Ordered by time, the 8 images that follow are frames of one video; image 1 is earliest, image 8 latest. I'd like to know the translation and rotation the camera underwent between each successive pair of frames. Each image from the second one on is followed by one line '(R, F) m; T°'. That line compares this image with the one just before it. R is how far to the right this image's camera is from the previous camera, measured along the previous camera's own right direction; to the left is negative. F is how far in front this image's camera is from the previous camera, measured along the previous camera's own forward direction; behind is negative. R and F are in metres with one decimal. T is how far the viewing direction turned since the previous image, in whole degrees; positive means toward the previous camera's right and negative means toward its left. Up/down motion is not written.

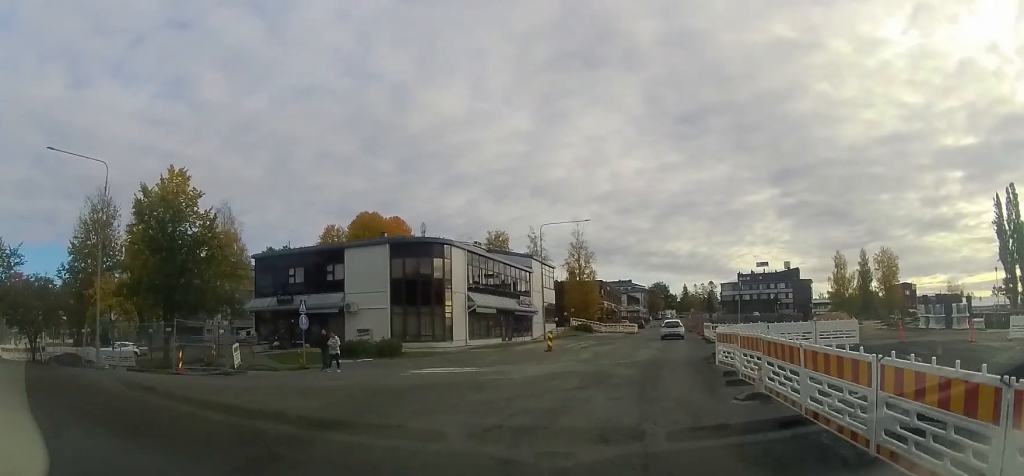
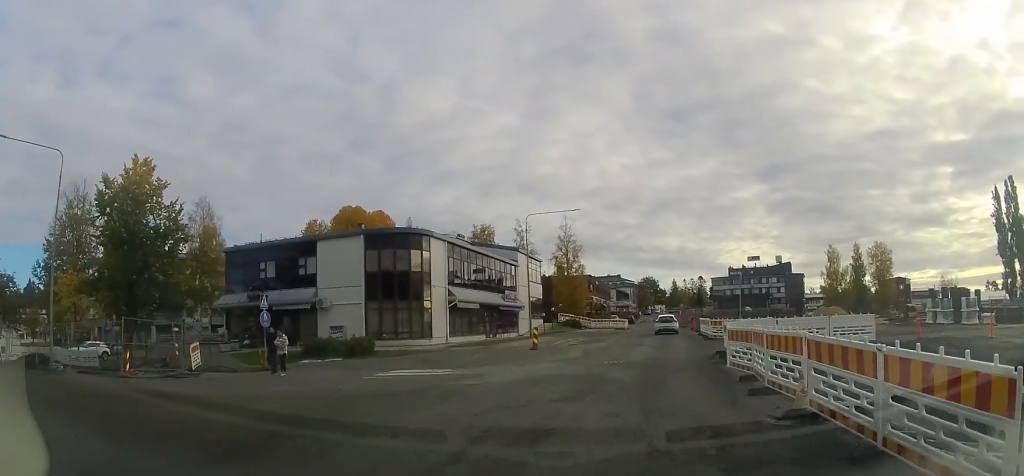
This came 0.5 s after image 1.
(0.0, +2.4) m; +2°
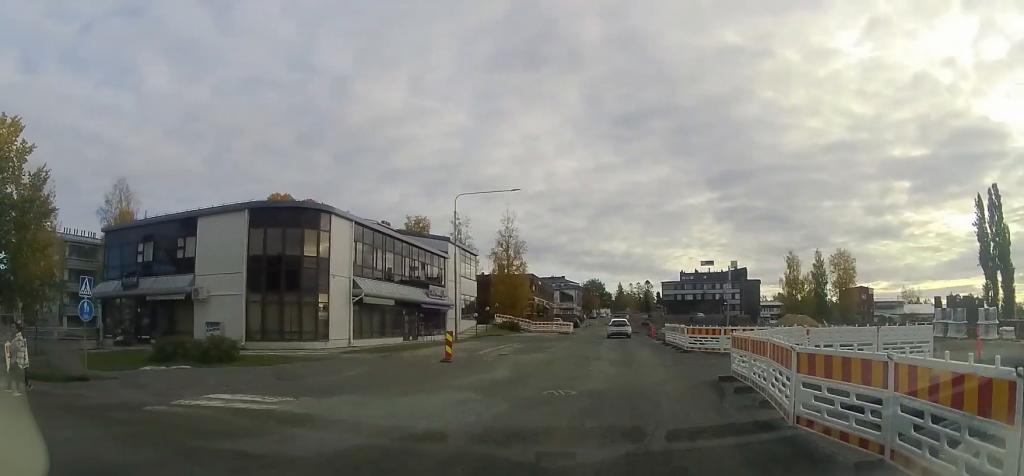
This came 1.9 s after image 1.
(+0.6, +7.0) m; +5°
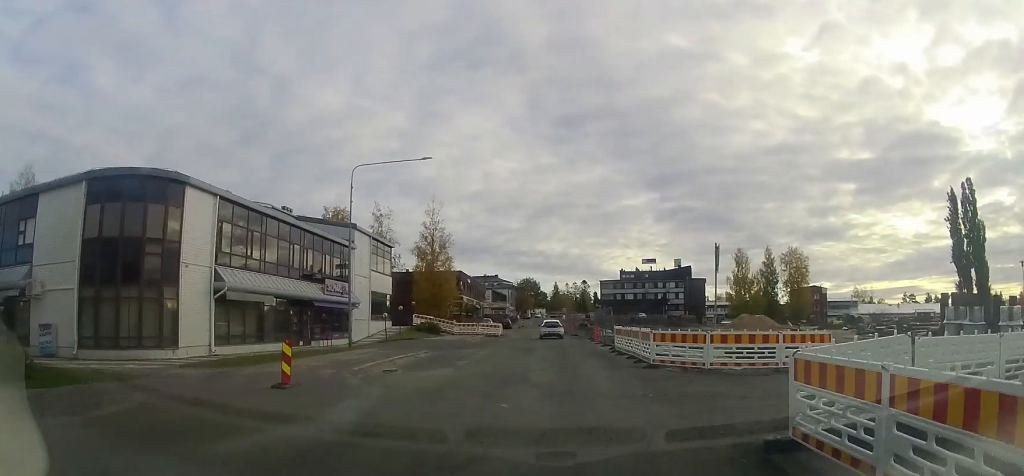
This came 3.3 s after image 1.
(0.0, +6.7) m; +6°
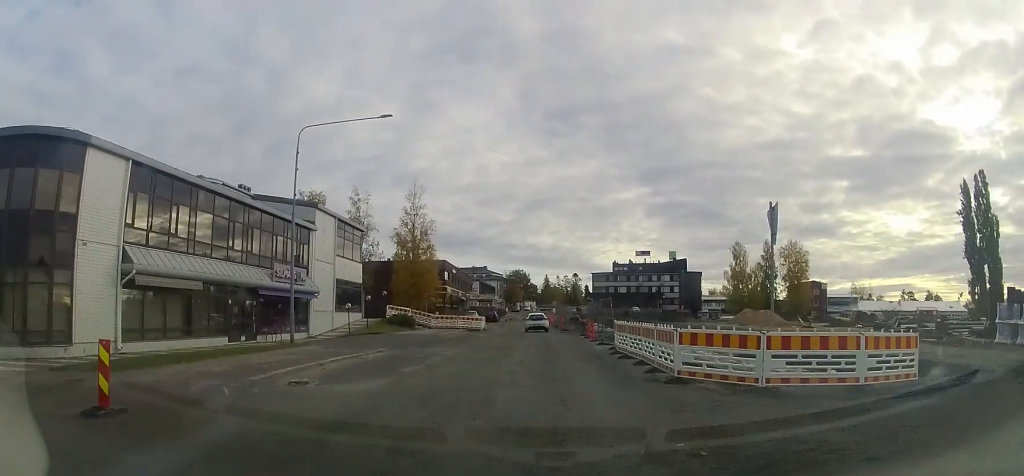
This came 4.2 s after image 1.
(+0.5, +5.1) m; +5°
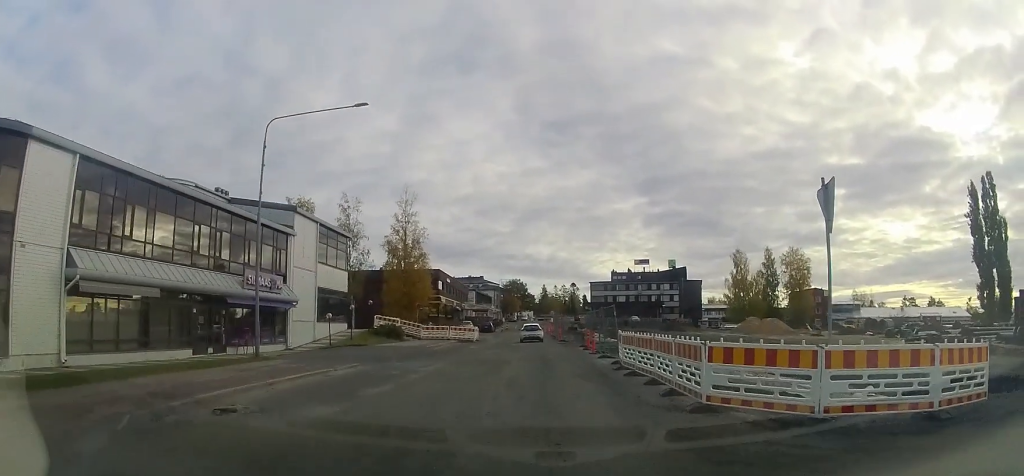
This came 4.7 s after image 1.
(0.0, +2.7) m; 0°
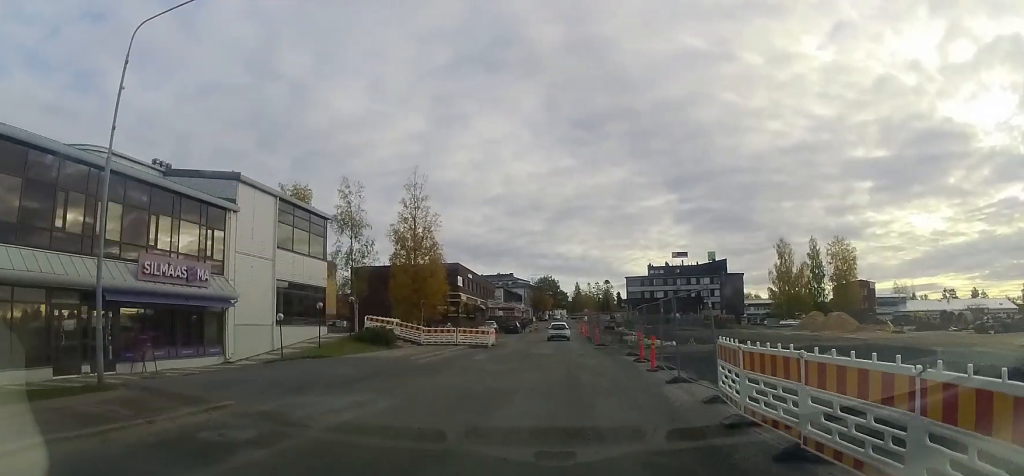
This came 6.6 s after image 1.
(-0.3, +9.7) m; -7°
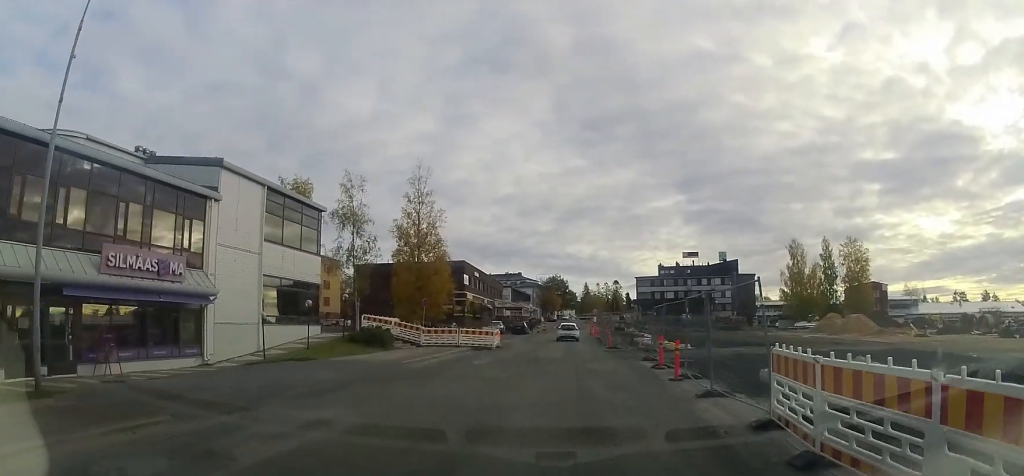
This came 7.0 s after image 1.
(-0.2, +2.3) m; -3°
